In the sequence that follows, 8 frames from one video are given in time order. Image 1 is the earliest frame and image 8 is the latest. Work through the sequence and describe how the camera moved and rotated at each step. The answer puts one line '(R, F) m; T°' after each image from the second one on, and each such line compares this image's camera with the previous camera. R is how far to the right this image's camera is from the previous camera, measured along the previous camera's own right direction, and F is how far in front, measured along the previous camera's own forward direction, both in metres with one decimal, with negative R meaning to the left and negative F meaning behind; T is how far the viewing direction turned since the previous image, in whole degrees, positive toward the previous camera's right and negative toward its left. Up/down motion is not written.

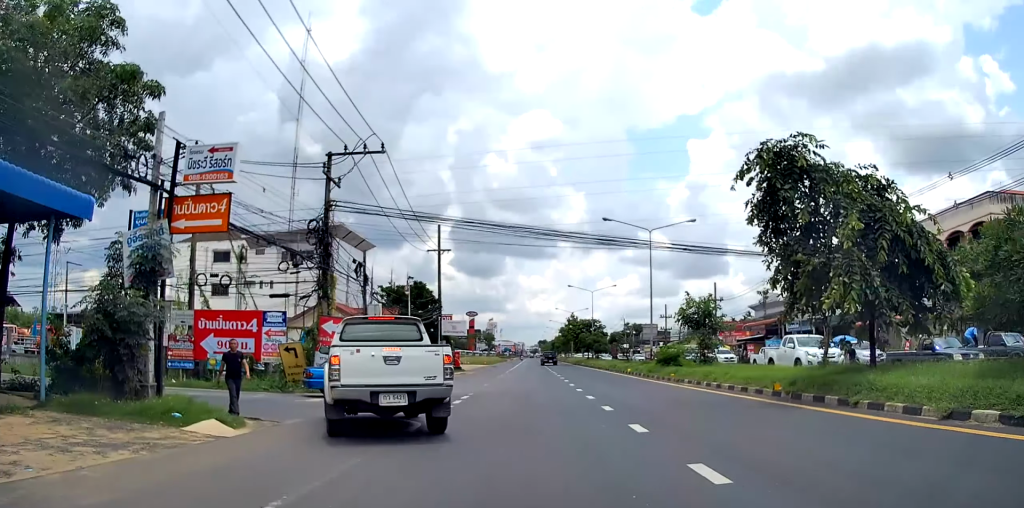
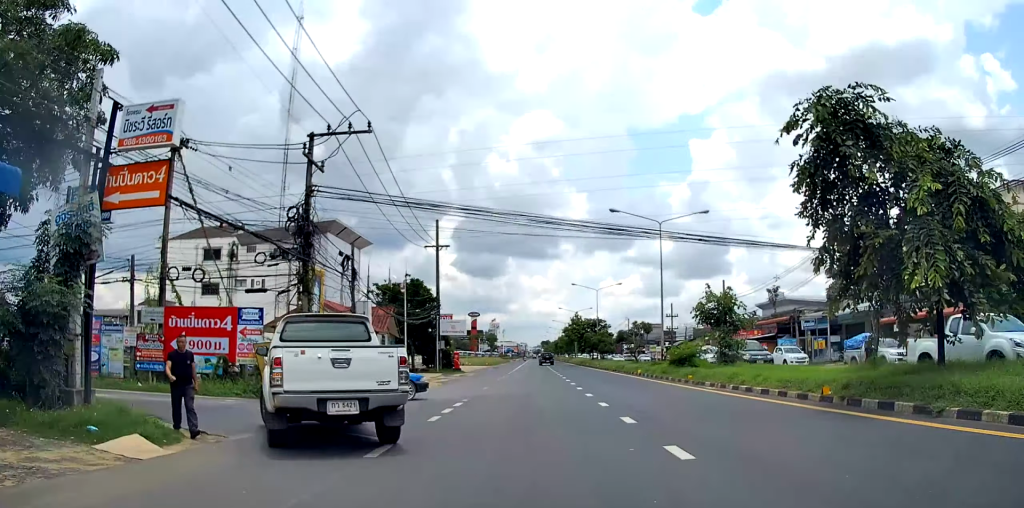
(-0.2, +3.2) m; +1°
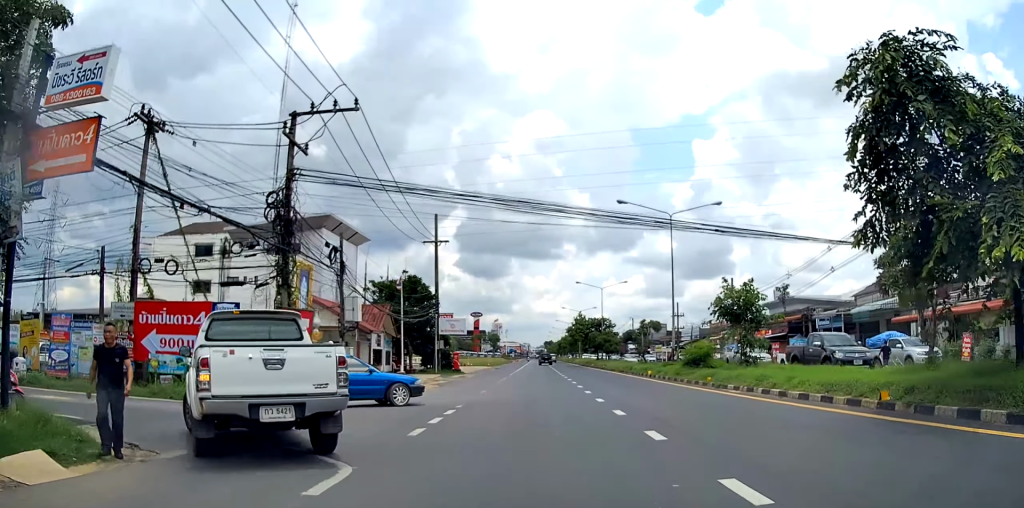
(+0.3, +2.9) m; +4°
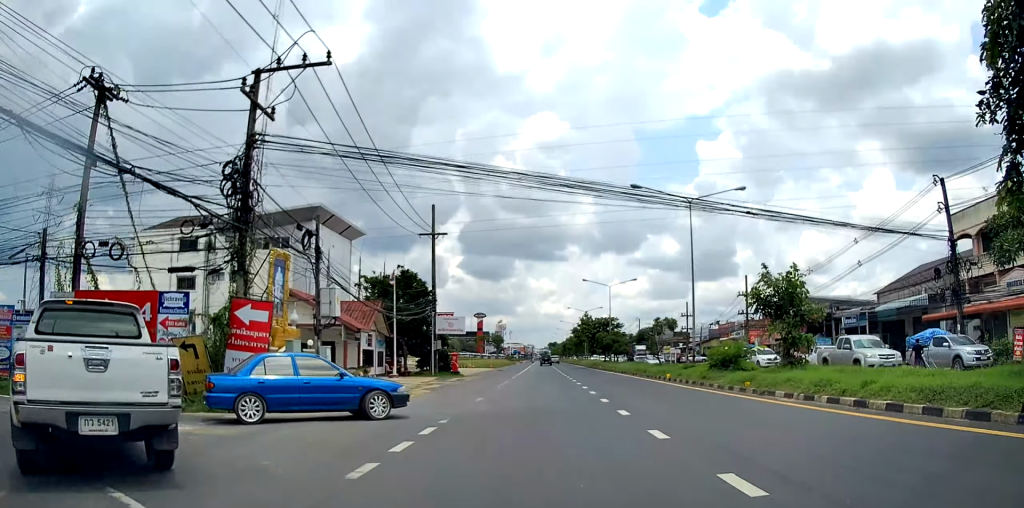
(+0.2, +4.1) m; +3°
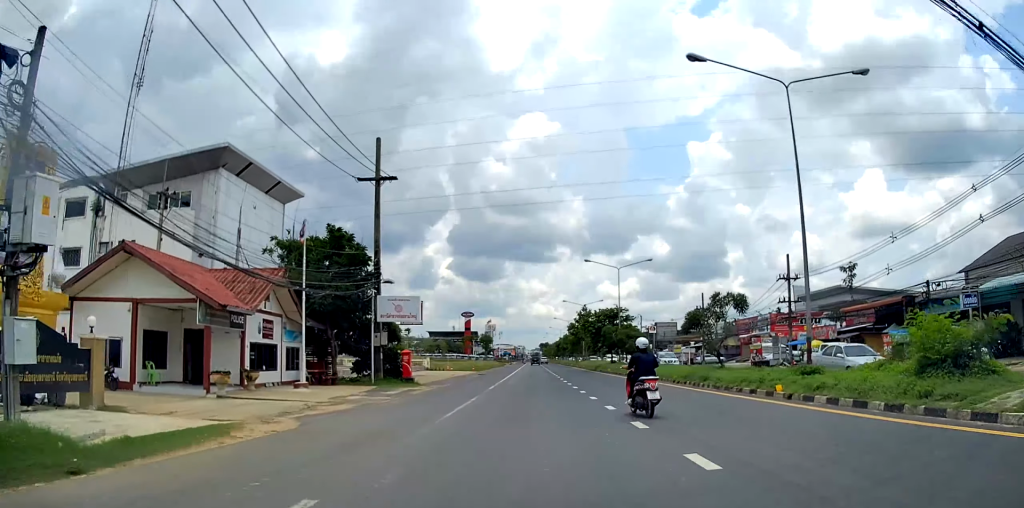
(0.0, +14.4) m; 0°
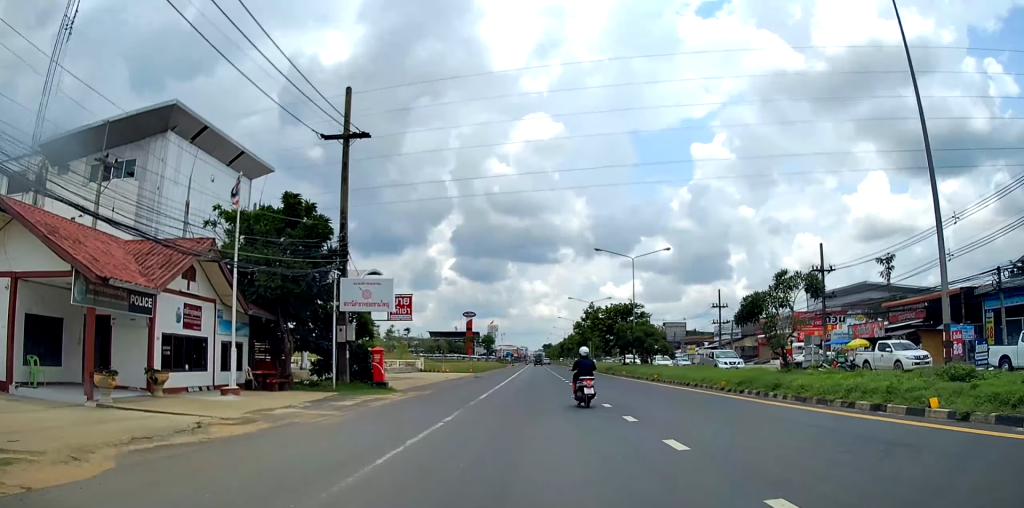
(0.0, +6.3) m; 0°
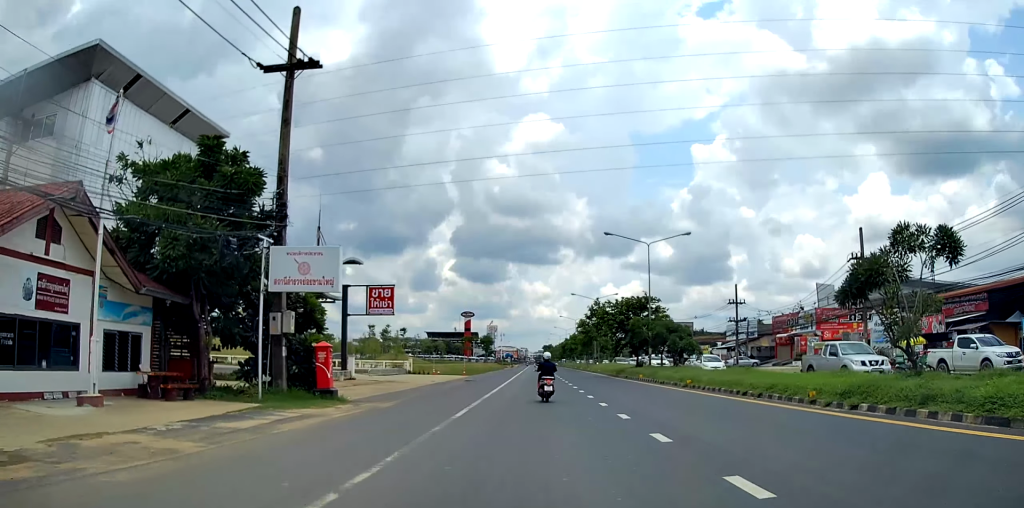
(0.0, +6.4) m; 0°
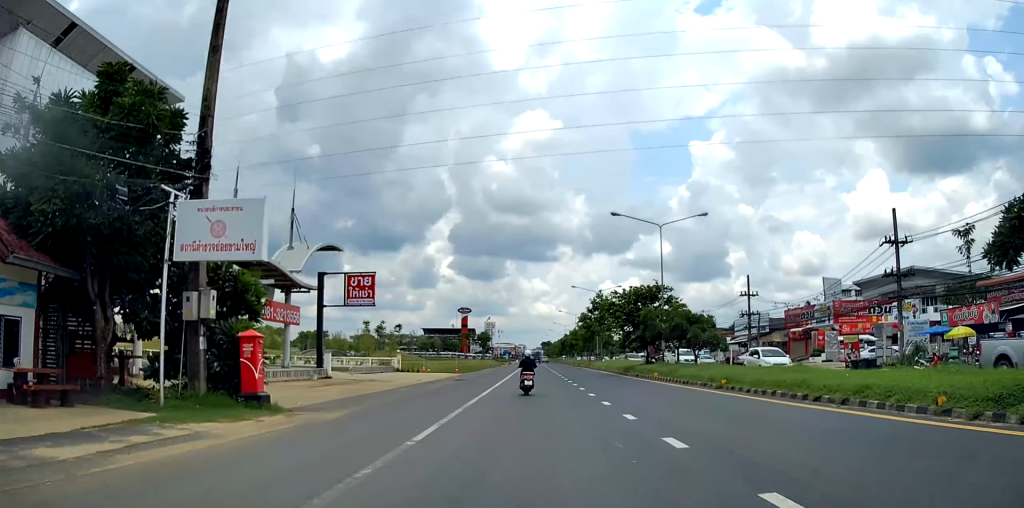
(0.0, +5.0) m; 0°
